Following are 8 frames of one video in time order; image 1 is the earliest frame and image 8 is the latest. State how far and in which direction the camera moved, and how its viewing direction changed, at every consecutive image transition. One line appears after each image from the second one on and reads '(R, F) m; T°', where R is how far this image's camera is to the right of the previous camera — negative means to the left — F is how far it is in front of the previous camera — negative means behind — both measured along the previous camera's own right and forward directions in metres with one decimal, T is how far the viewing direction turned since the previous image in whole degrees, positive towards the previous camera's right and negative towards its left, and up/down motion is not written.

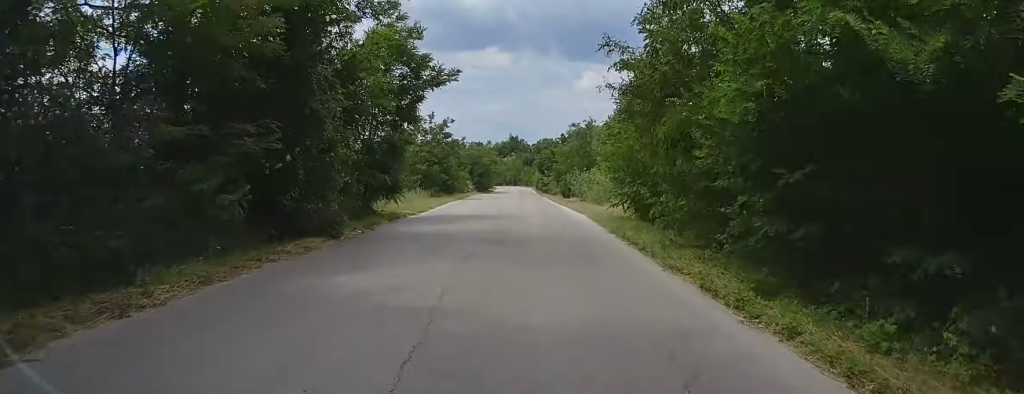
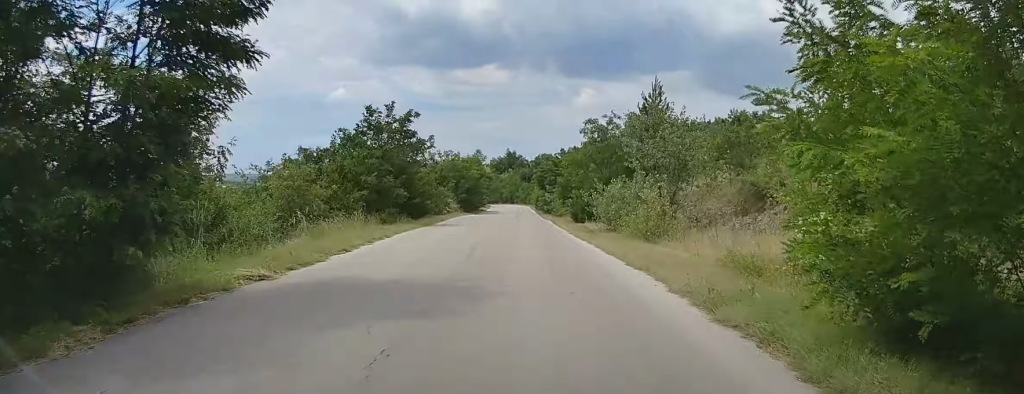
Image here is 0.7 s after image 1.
(+0.1, +13.7) m; 0°
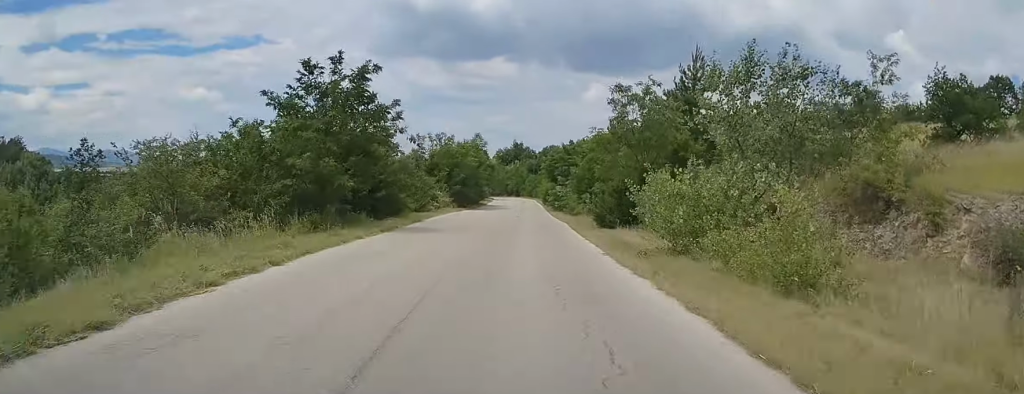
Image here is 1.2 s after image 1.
(0.0, +9.9) m; 0°
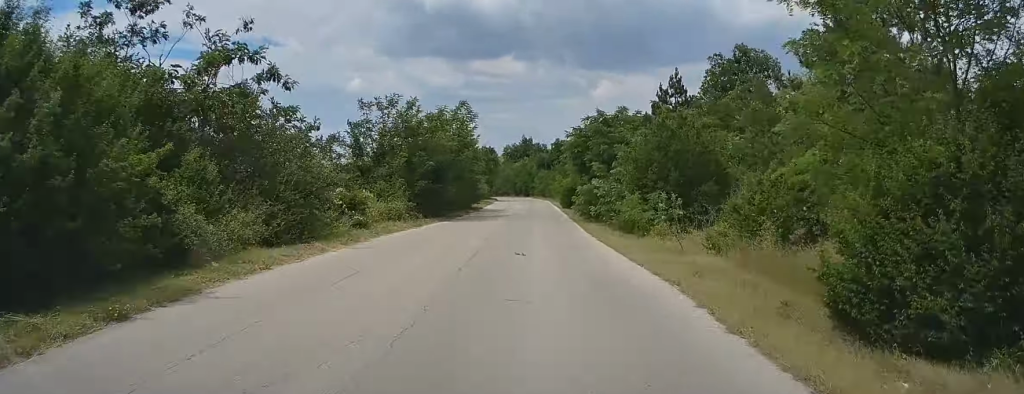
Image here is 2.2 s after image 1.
(0.0, +20.4) m; 0°
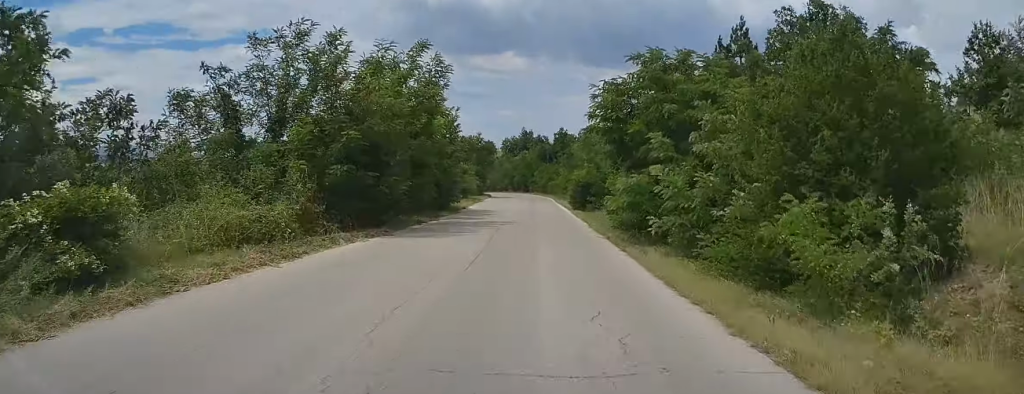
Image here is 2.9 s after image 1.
(+0.1, +13.1) m; 0°
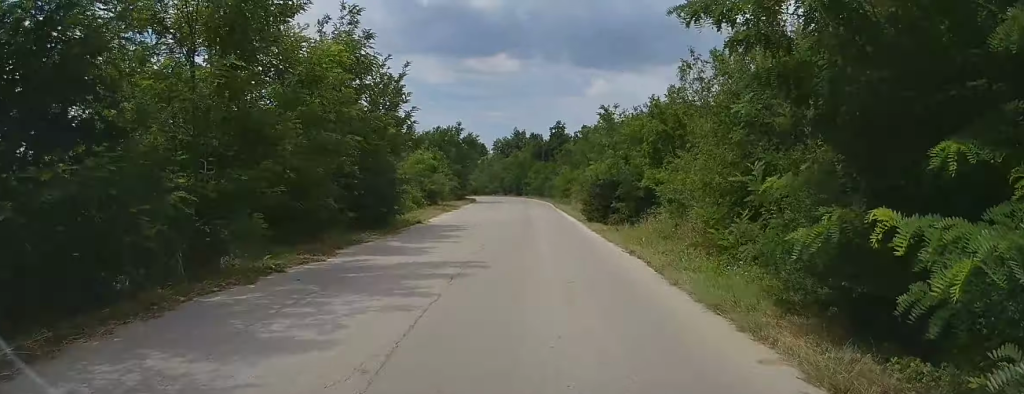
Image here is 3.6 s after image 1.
(-0.2, +13.7) m; 0°
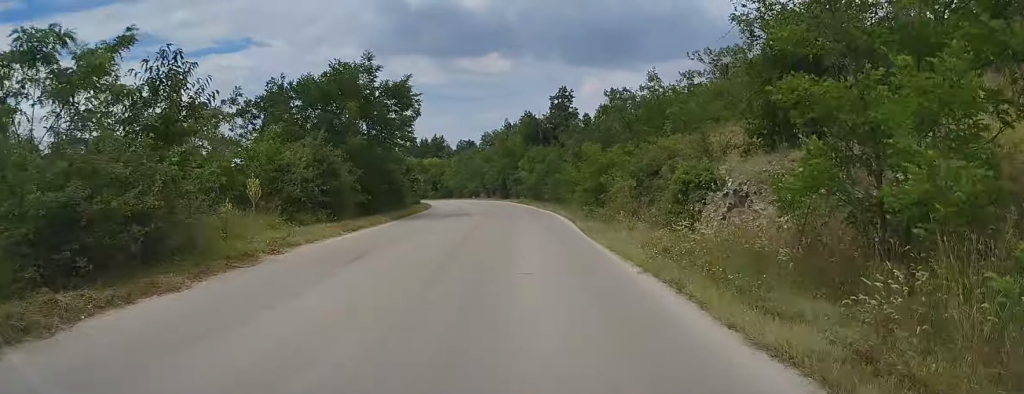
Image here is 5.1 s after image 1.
(+0.4, +29.1) m; 0°
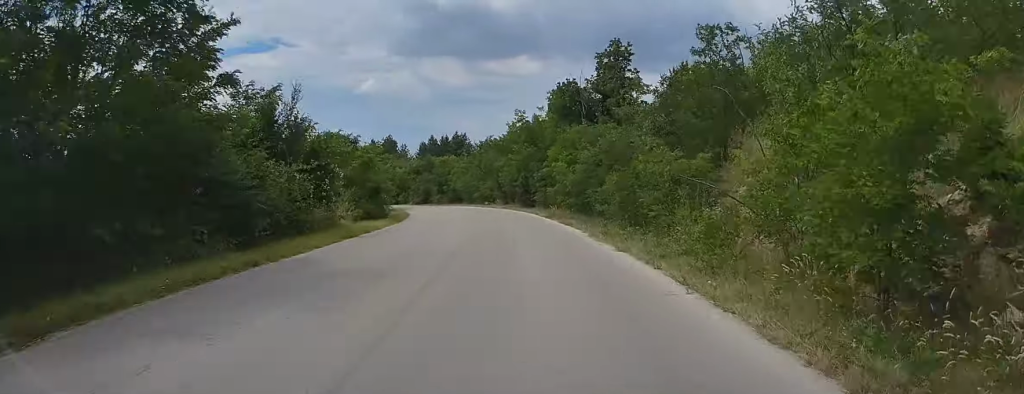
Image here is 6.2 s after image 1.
(-0.4, +21.2) m; -2°
